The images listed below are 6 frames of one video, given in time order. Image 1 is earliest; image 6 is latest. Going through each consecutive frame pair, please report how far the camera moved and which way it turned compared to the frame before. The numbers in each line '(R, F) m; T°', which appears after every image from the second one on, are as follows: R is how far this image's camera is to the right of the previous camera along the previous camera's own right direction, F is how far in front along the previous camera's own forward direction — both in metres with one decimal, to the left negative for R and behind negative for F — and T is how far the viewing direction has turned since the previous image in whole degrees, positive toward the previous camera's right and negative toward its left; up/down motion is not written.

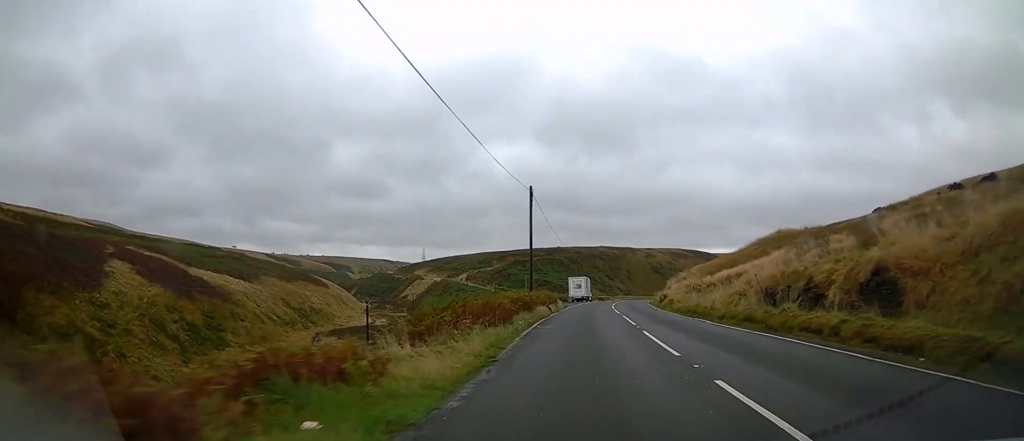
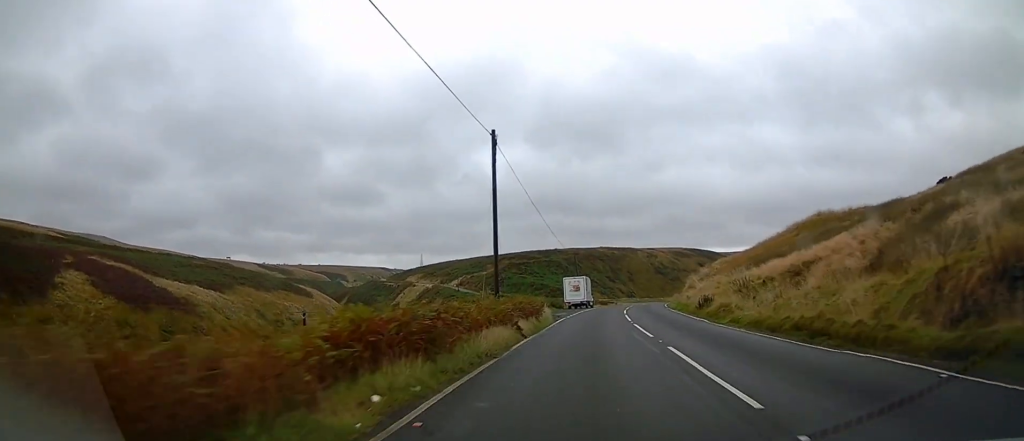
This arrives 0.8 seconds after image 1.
(-0.1, +14.1) m; +1°
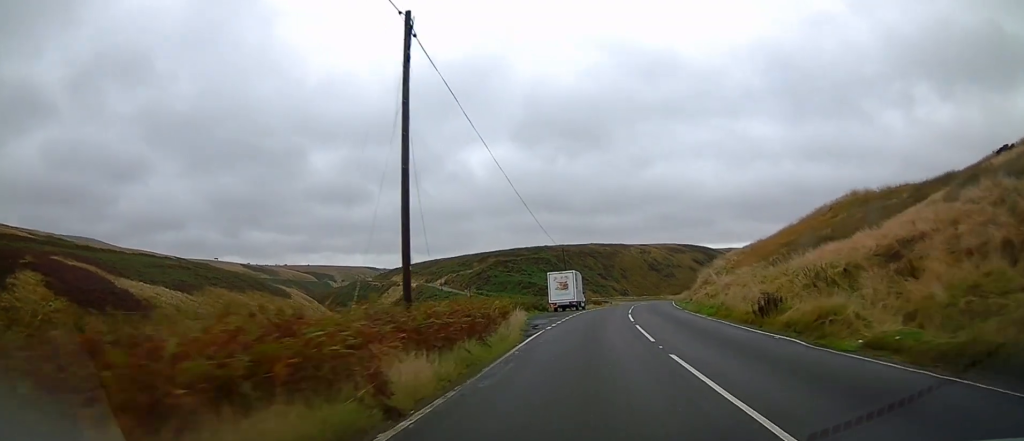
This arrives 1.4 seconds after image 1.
(+0.2, +11.2) m; +1°
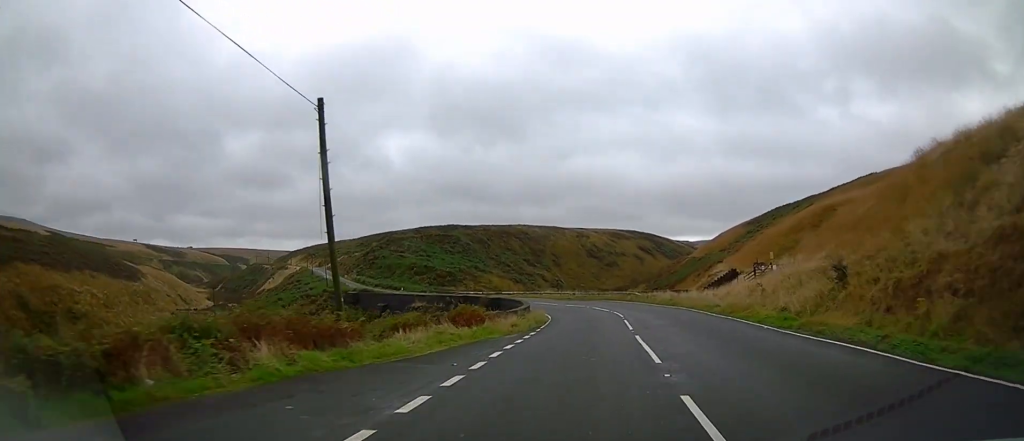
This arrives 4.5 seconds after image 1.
(+2.3, +51.0) m; +6°
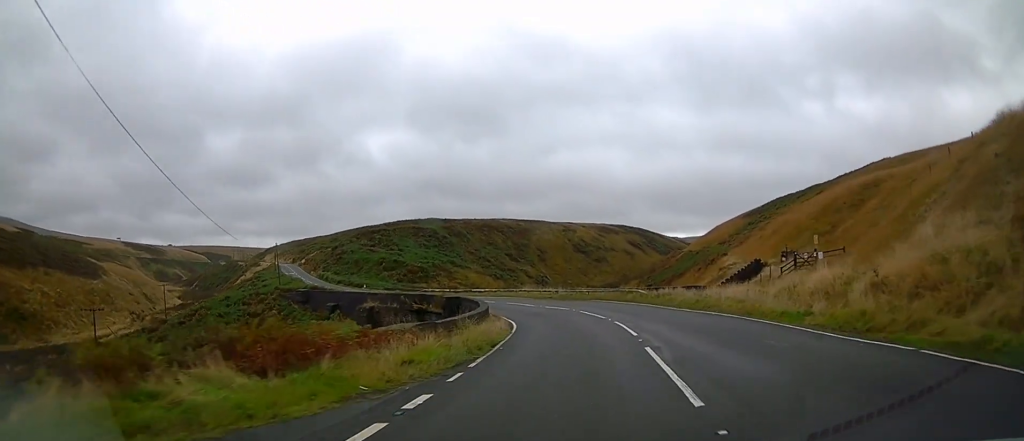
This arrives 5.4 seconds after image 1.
(0.0, +12.8) m; 0°
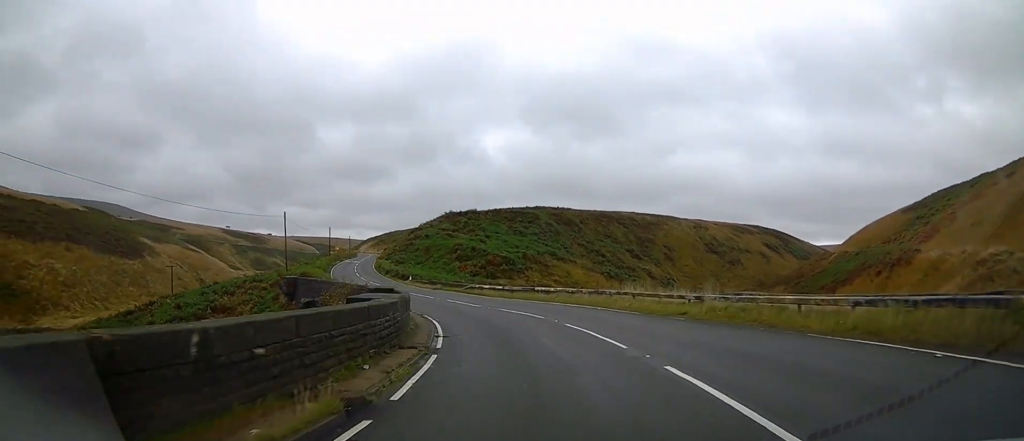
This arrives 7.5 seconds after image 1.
(-1.1, +29.6) m; -11°
